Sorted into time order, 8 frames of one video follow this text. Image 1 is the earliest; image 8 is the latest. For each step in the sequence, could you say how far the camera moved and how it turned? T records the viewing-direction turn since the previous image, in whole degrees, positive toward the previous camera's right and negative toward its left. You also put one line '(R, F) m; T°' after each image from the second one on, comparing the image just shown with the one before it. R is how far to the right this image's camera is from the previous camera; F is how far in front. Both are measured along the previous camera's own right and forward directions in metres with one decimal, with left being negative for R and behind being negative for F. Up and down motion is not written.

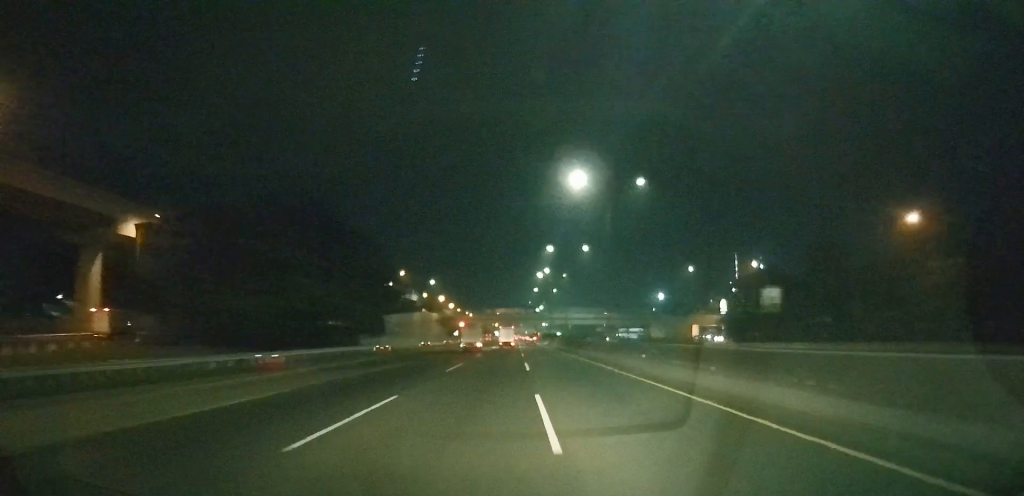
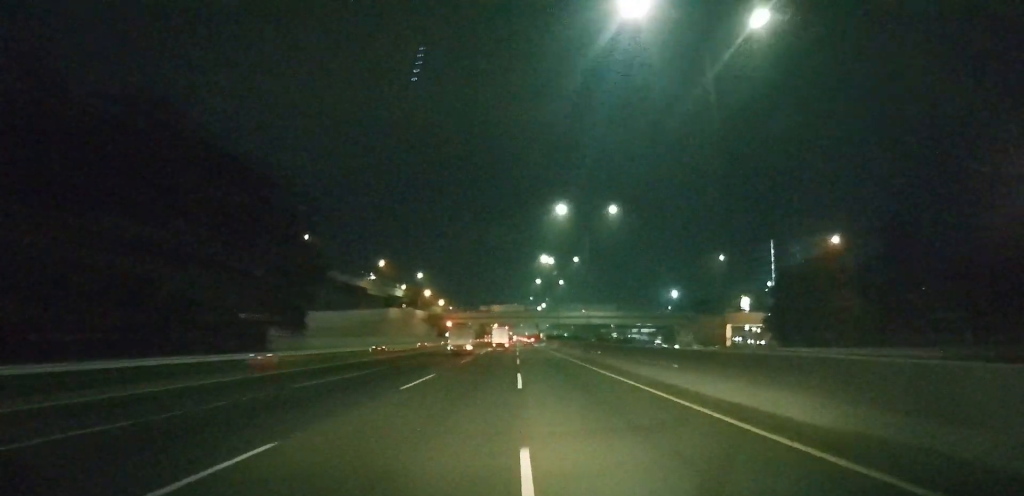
(0.0, +26.9) m; -1°
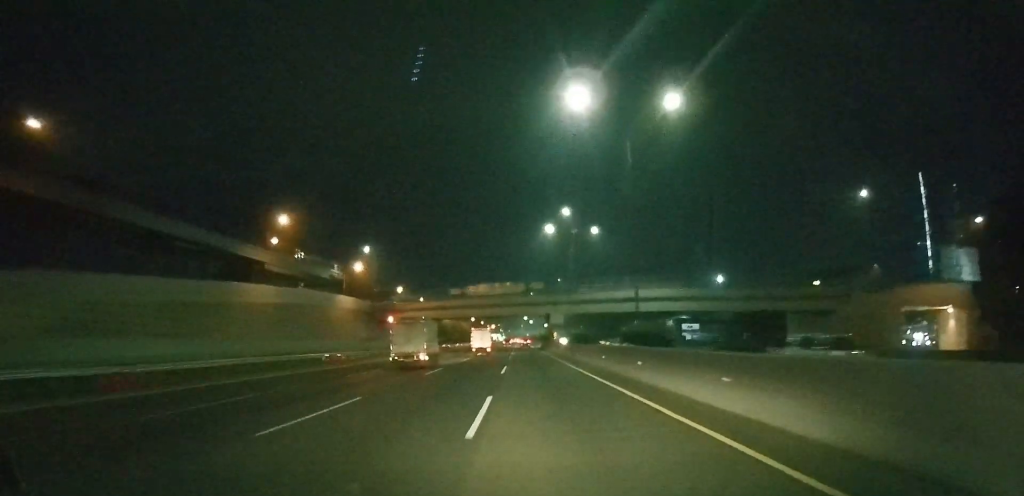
(-0.6, +68.3) m; 0°
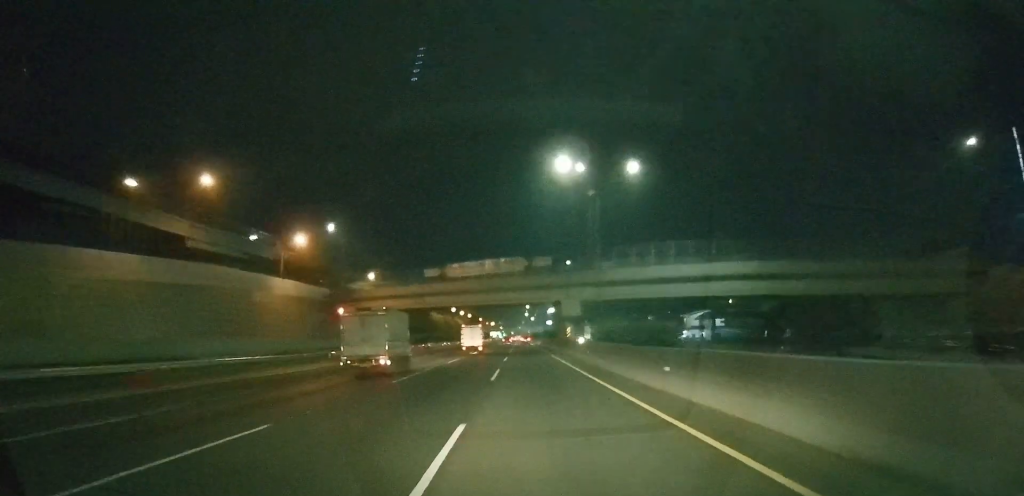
(0.0, +25.9) m; 0°
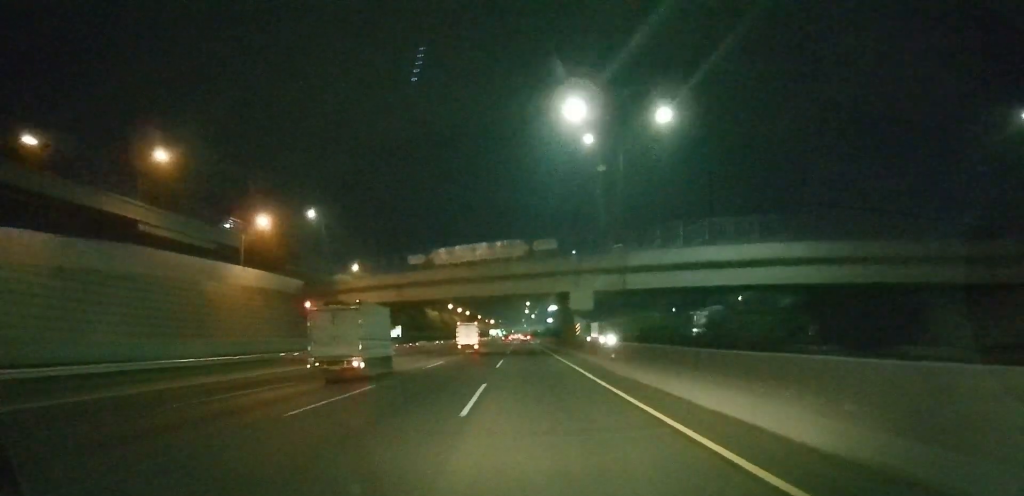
(0.0, +12.1) m; 0°
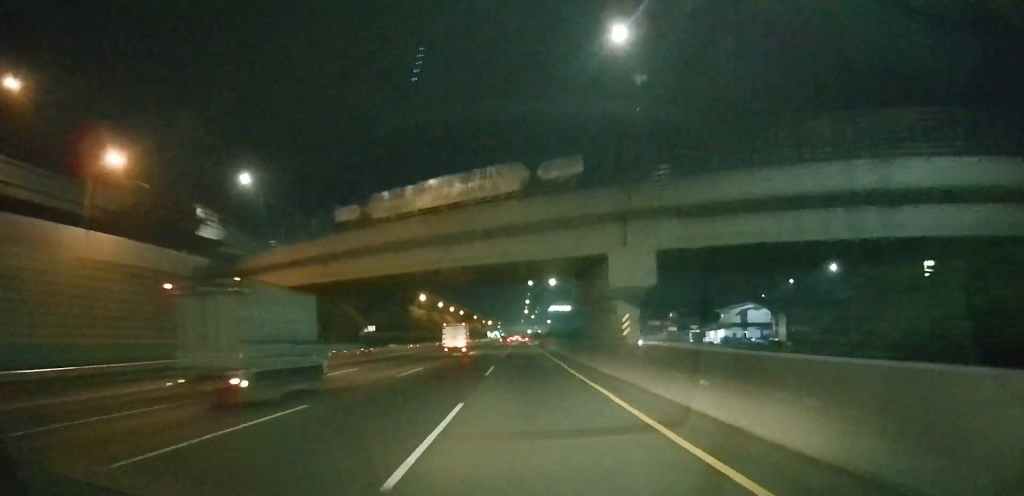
(0.0, +25.6) m; 0°
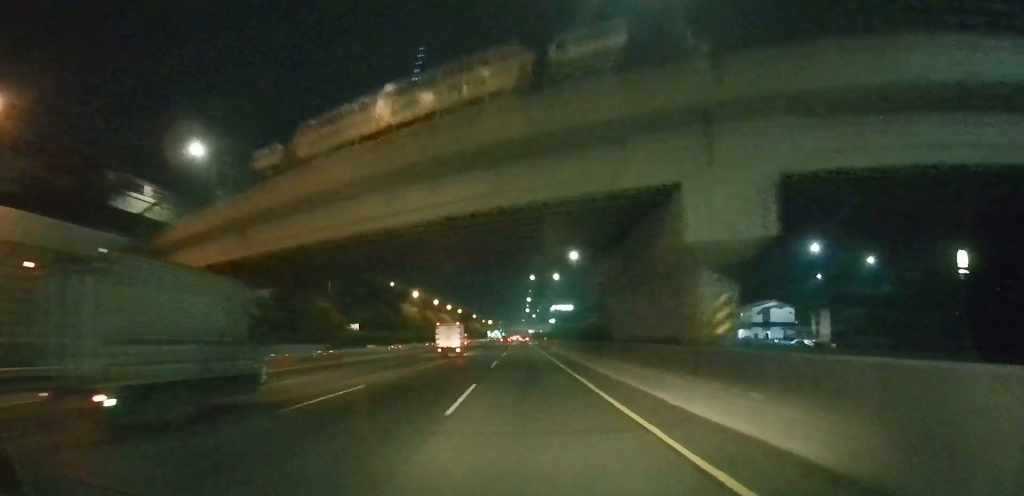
(0.0, +13.5) m; 0°
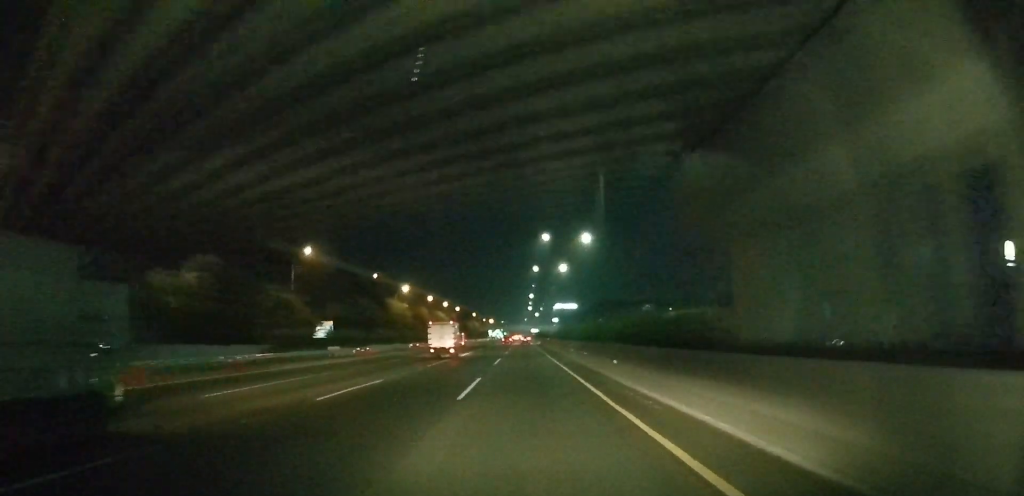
(-0.1, +18.5) m; 0°
